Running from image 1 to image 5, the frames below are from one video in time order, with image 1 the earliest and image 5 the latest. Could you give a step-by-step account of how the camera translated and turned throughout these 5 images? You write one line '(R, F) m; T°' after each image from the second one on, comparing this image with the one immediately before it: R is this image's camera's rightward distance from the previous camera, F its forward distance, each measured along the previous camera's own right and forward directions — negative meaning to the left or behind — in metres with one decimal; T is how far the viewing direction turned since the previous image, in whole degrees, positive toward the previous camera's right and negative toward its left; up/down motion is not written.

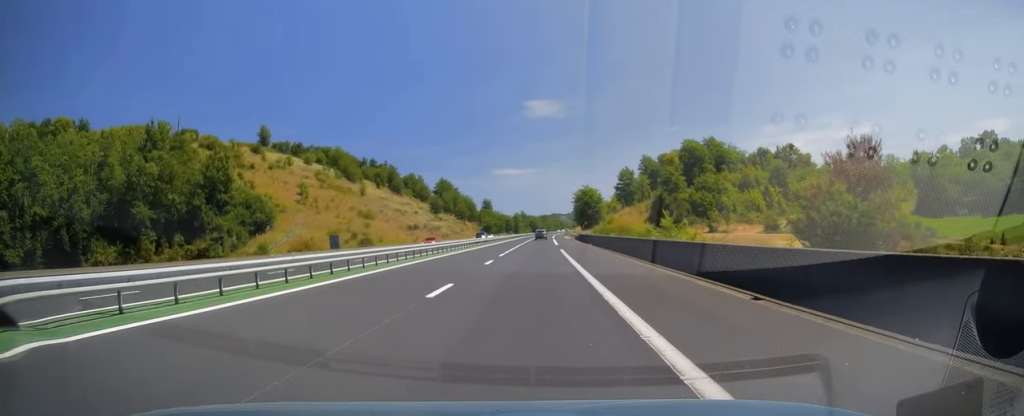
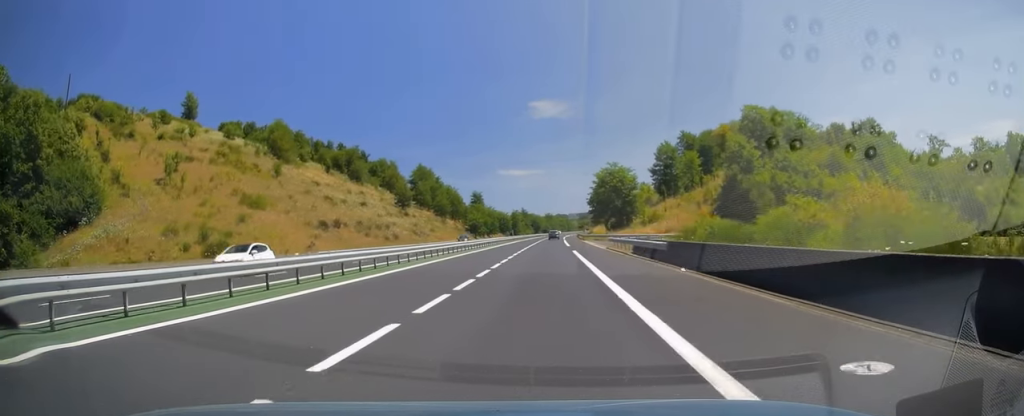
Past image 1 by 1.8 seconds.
(-0.6, +54.2) m; -1°
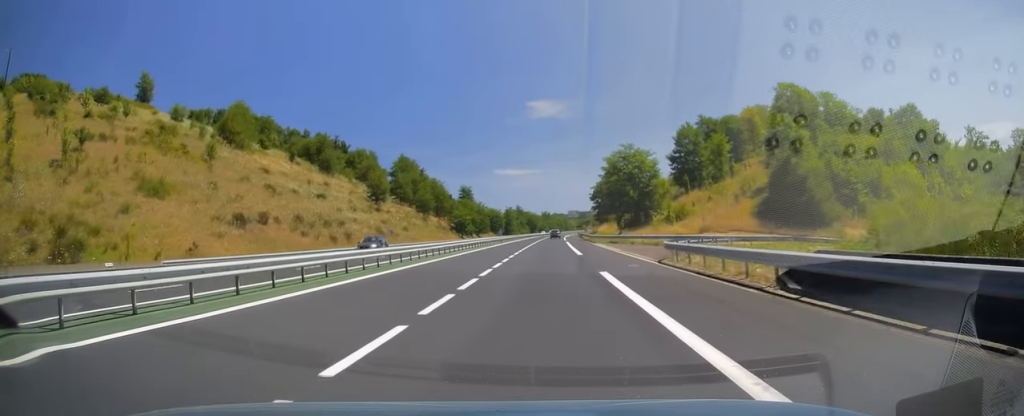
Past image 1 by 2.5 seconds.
(-0.3, +21.8) m; 0°
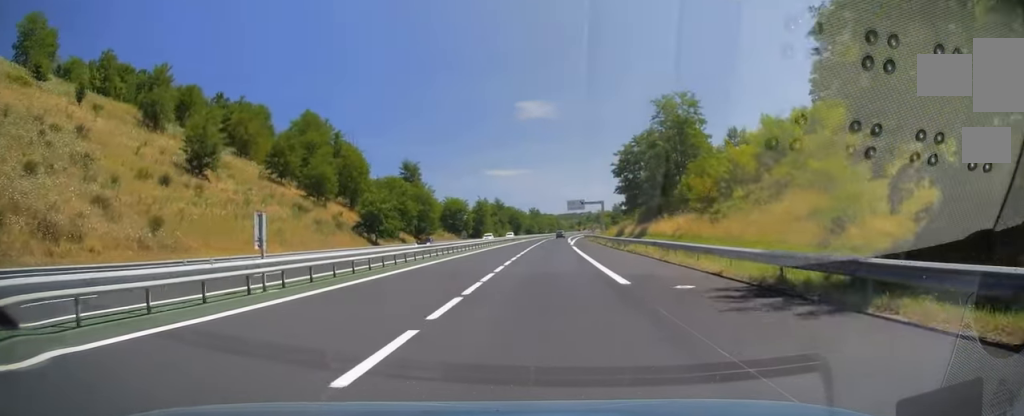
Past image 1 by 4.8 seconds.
(+0.7, +69.3) m; +1°
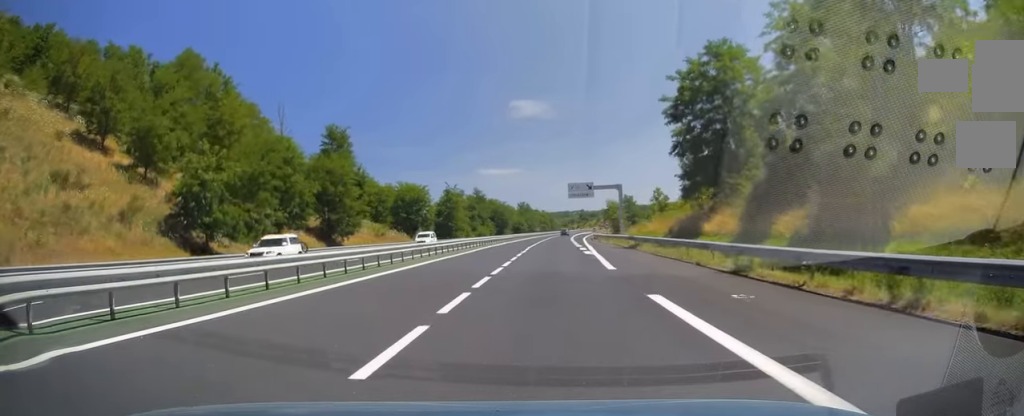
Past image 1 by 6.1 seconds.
(+0.4, +41.0) m; +1°
